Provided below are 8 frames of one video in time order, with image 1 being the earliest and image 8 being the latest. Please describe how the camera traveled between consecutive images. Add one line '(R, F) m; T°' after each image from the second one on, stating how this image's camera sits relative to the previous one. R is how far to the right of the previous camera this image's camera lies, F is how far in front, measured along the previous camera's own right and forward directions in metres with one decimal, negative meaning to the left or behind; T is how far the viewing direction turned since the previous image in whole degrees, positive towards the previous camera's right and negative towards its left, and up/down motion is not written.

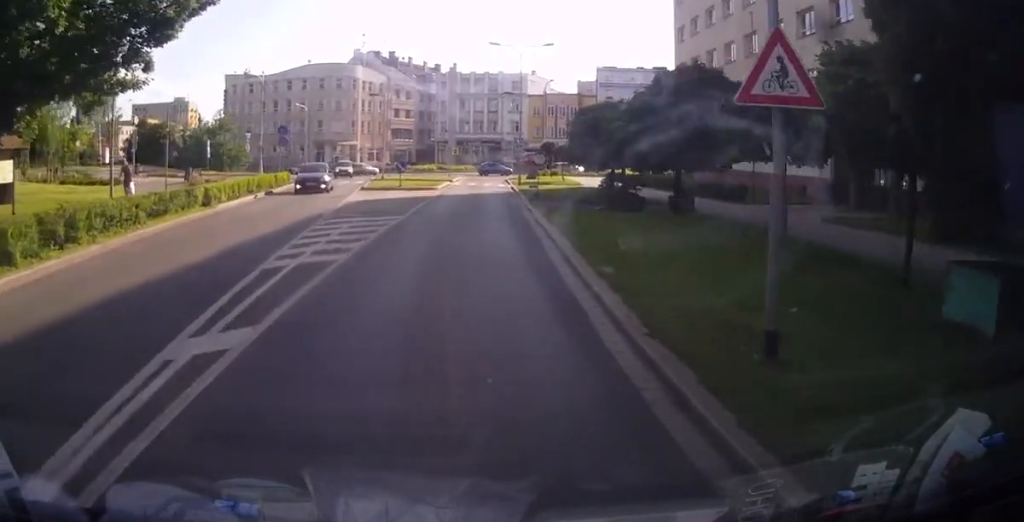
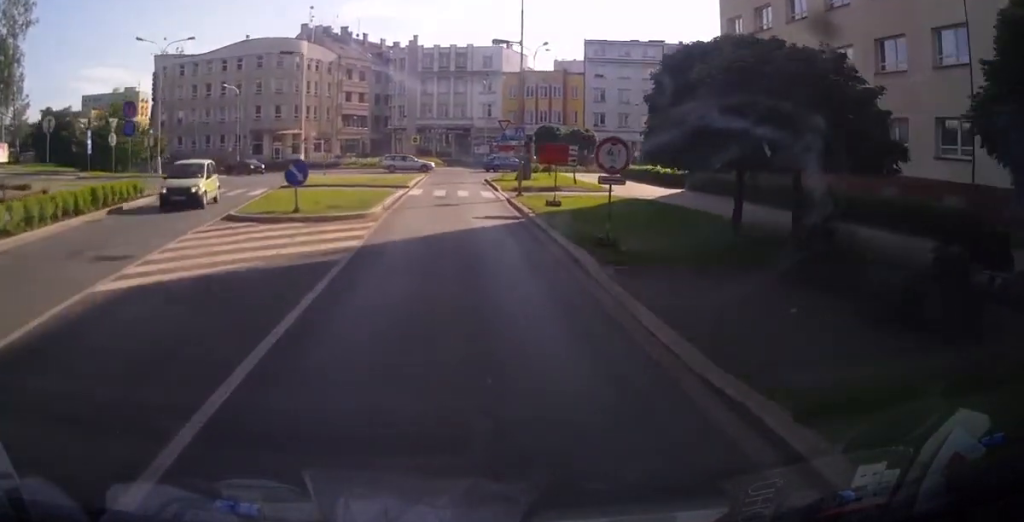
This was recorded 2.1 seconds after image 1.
(0.0, +13.0) m; 0°
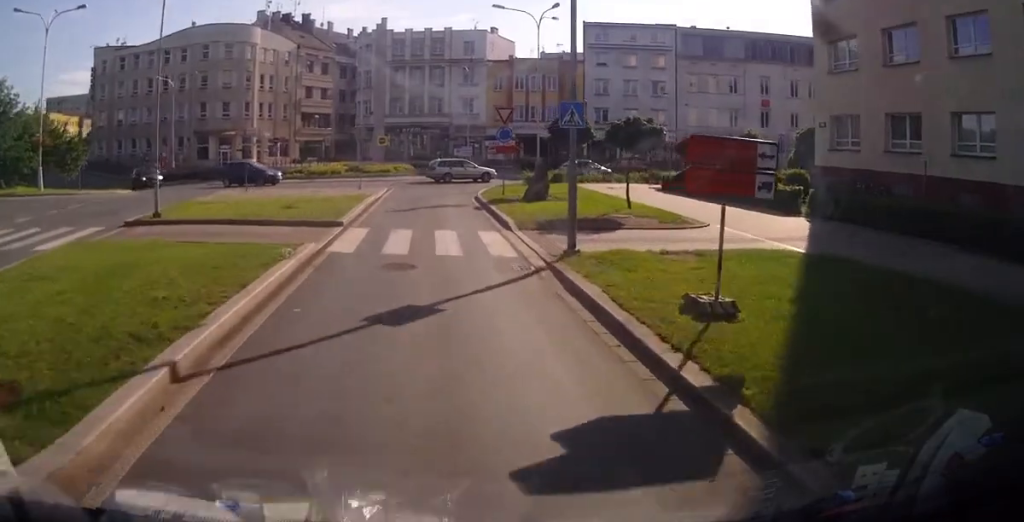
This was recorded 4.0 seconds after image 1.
(+0.9, +13.9) m; +10°
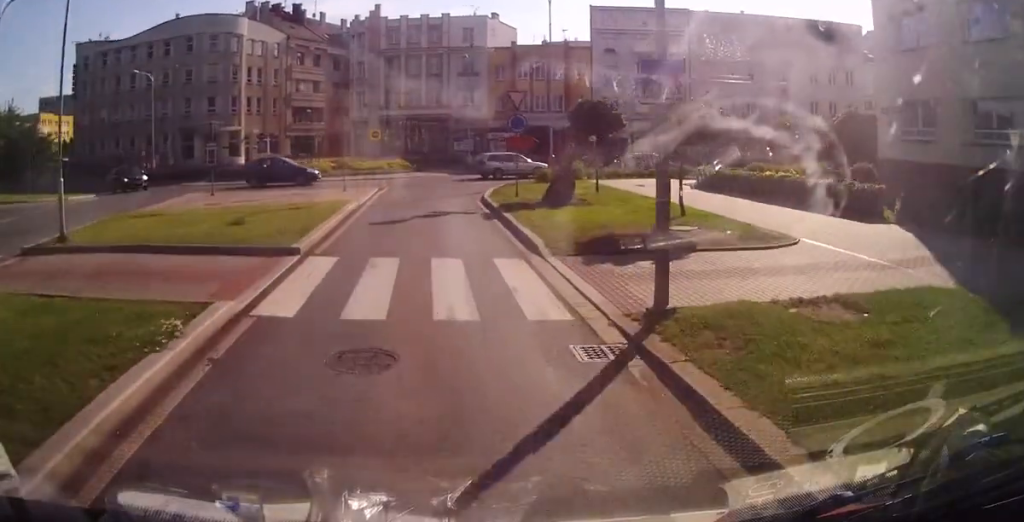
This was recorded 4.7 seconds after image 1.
(+0.4, +6.4) m; -3°
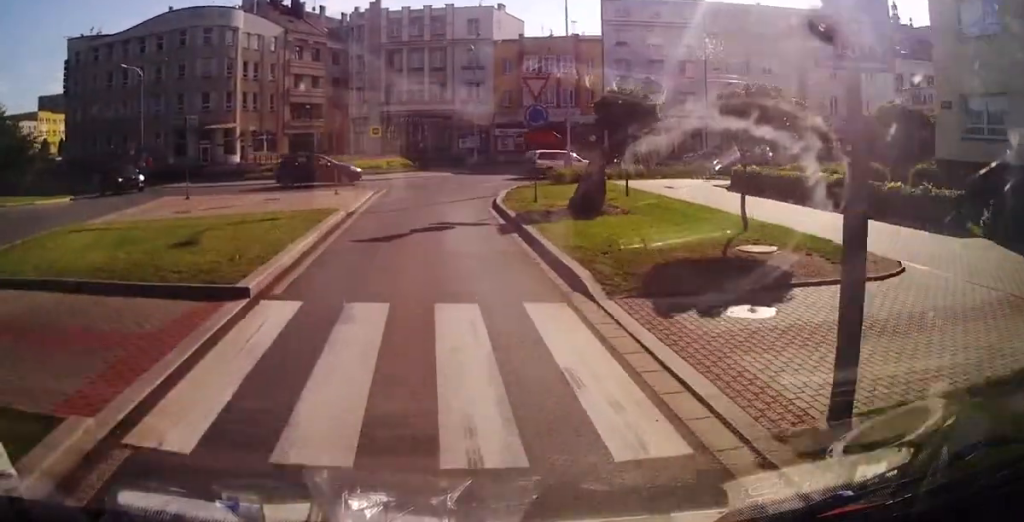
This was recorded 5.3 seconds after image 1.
(+0.2, +4.9) m; -3°
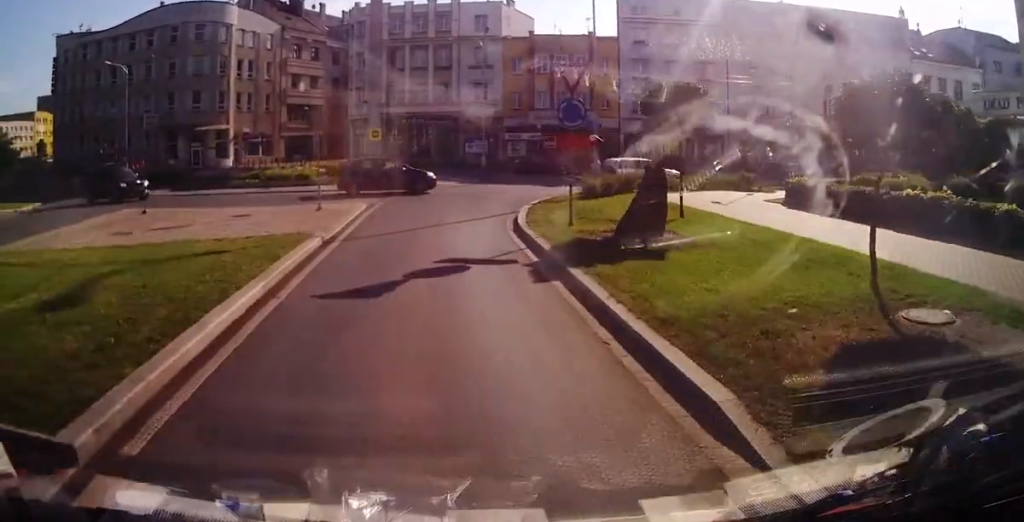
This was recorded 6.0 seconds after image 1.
(-1.0, +7.5) m; -4°
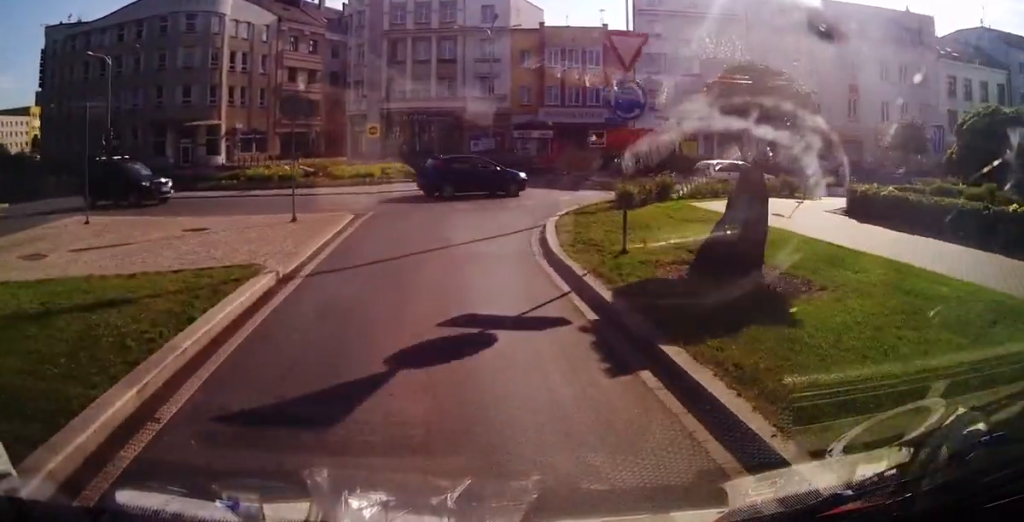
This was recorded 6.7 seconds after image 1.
(+0.2, +4.9) m; +5°
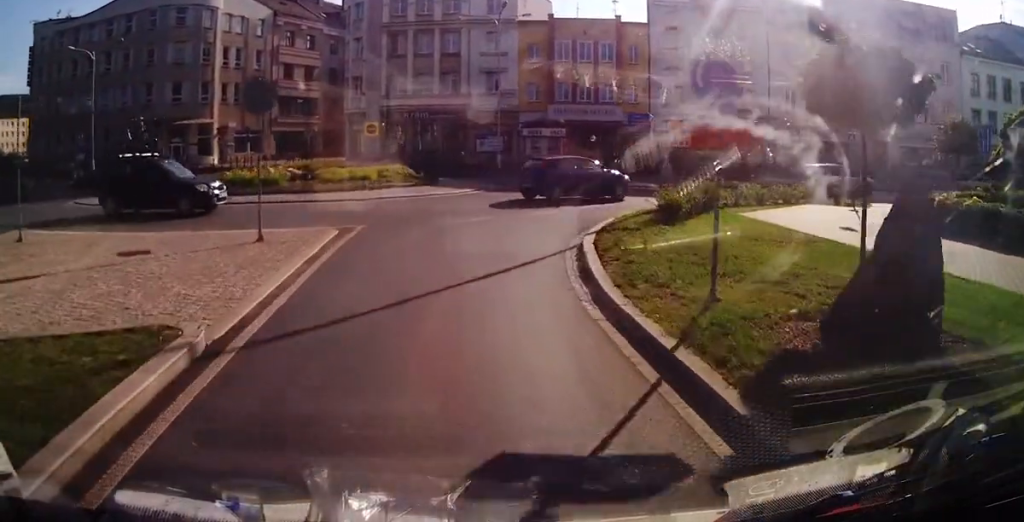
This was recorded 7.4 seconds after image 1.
(+0.2, +4.0) m; +2°
